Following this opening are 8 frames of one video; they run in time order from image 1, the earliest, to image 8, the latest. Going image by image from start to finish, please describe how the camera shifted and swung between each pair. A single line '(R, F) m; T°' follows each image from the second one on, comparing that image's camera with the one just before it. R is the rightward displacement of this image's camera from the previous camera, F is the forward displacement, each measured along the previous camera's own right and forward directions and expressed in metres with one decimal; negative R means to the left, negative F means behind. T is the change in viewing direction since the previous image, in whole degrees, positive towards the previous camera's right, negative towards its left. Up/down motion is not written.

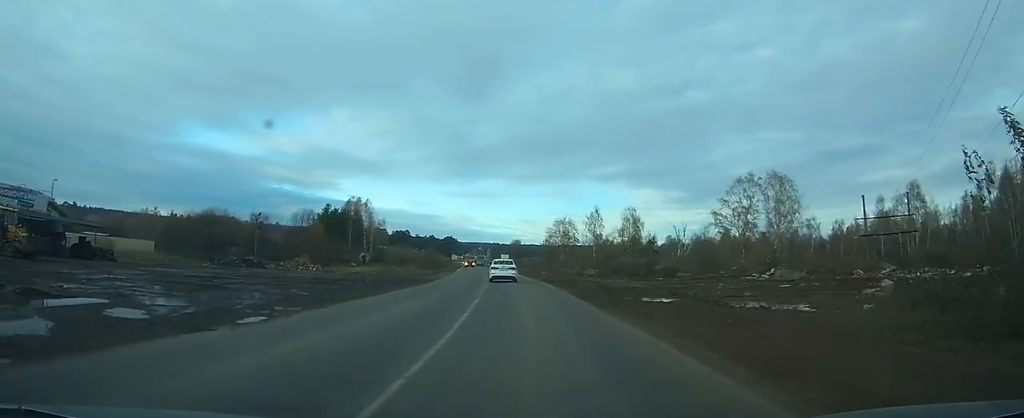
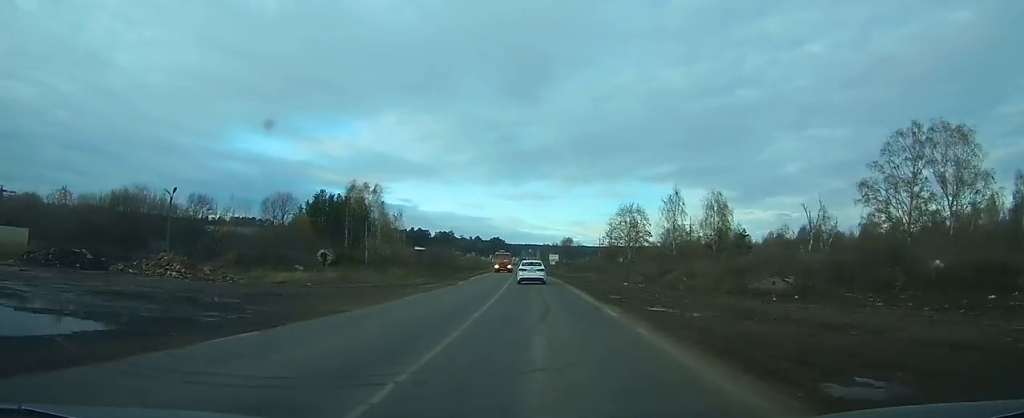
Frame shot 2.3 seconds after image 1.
(-2.5, +33.3) m; -7°
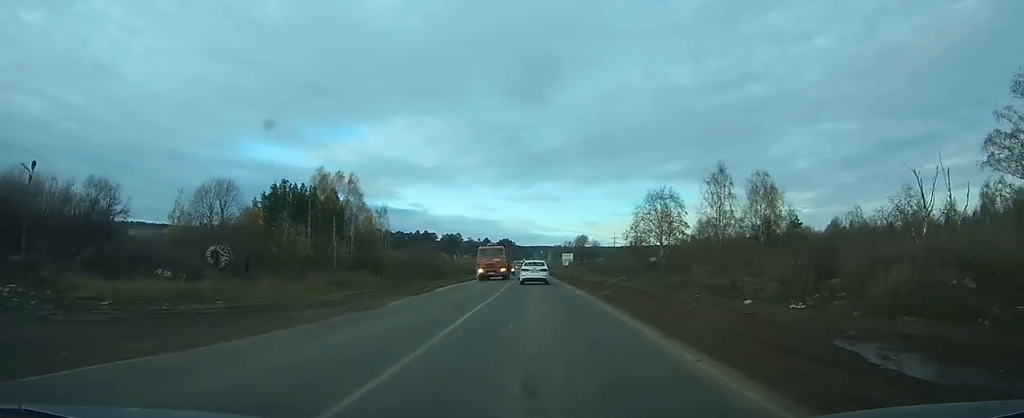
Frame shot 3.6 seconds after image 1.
(-0.6, +19.9) m; -2°
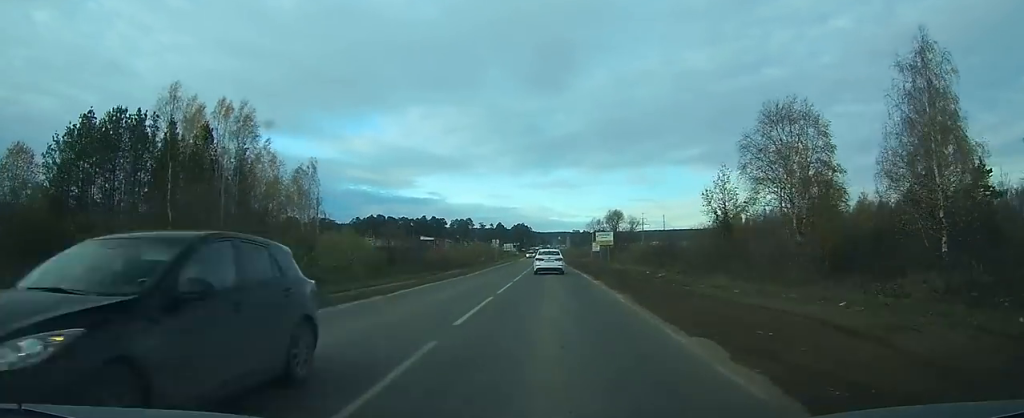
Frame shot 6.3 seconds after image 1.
(-0.9, +40.7) m; -2°
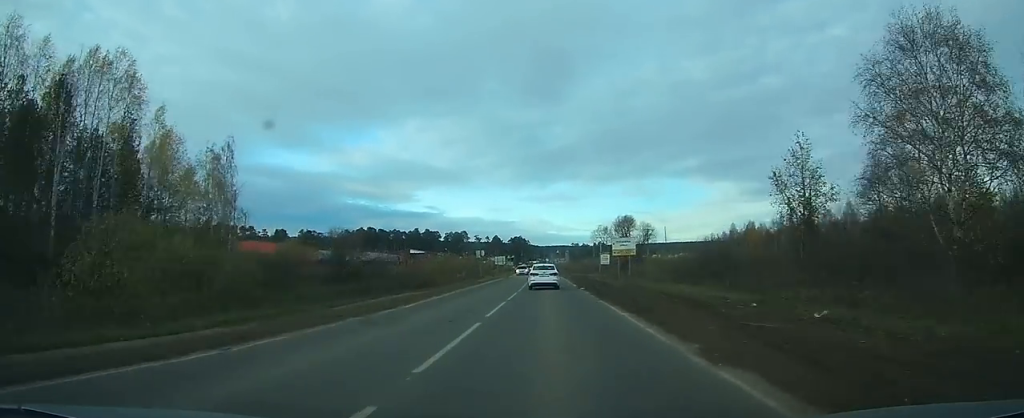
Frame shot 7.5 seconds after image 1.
(-0.1, +18.6) m; 0°
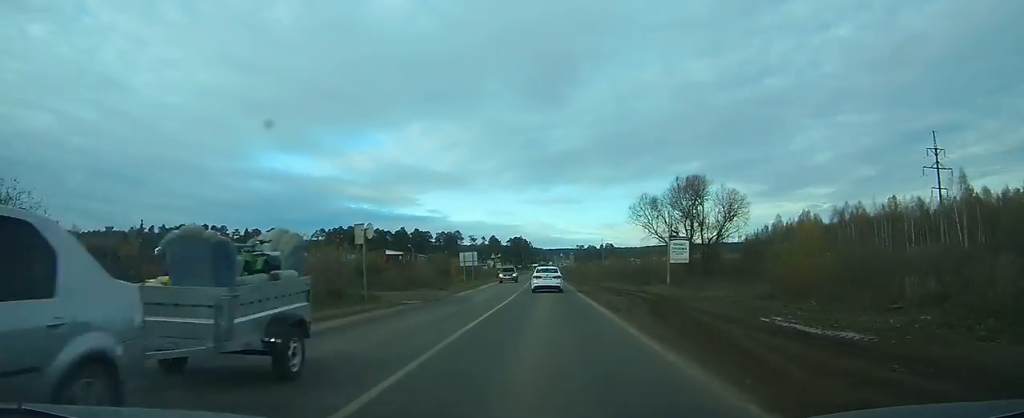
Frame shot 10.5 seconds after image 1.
(0.0, +47.4) m; 0°
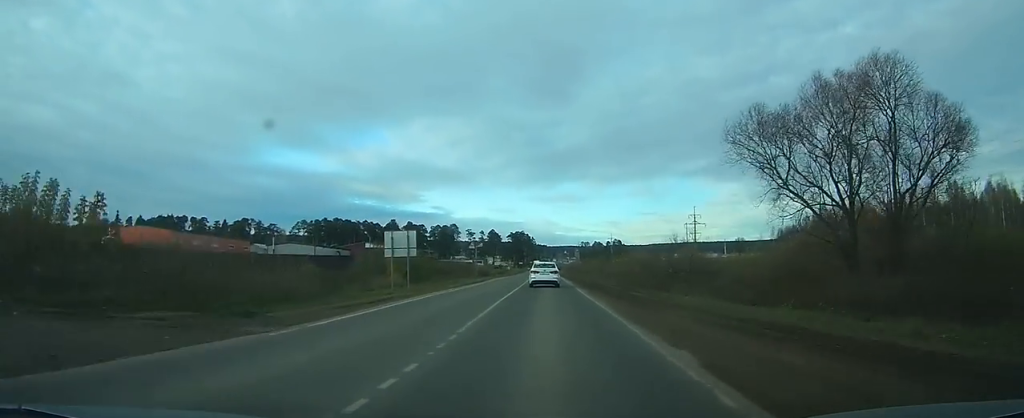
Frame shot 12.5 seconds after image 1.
(+0.1, +31.9) m; 0°
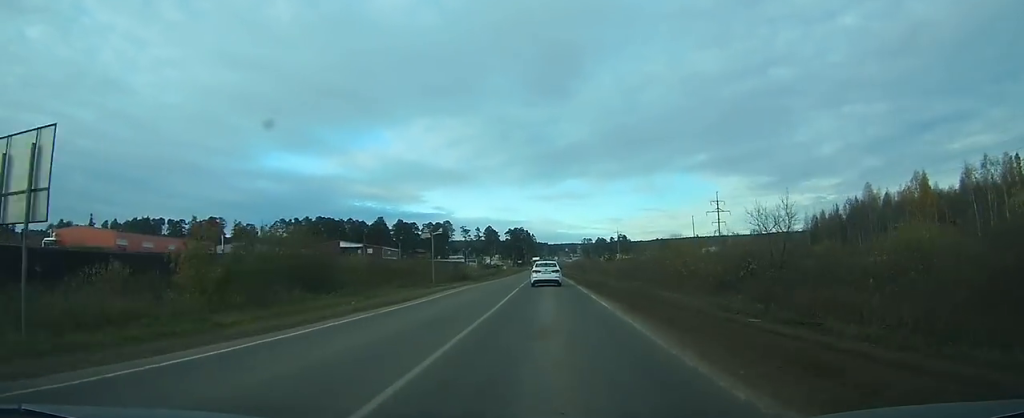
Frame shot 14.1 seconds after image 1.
(-0.1, +26.7) m; -1°
